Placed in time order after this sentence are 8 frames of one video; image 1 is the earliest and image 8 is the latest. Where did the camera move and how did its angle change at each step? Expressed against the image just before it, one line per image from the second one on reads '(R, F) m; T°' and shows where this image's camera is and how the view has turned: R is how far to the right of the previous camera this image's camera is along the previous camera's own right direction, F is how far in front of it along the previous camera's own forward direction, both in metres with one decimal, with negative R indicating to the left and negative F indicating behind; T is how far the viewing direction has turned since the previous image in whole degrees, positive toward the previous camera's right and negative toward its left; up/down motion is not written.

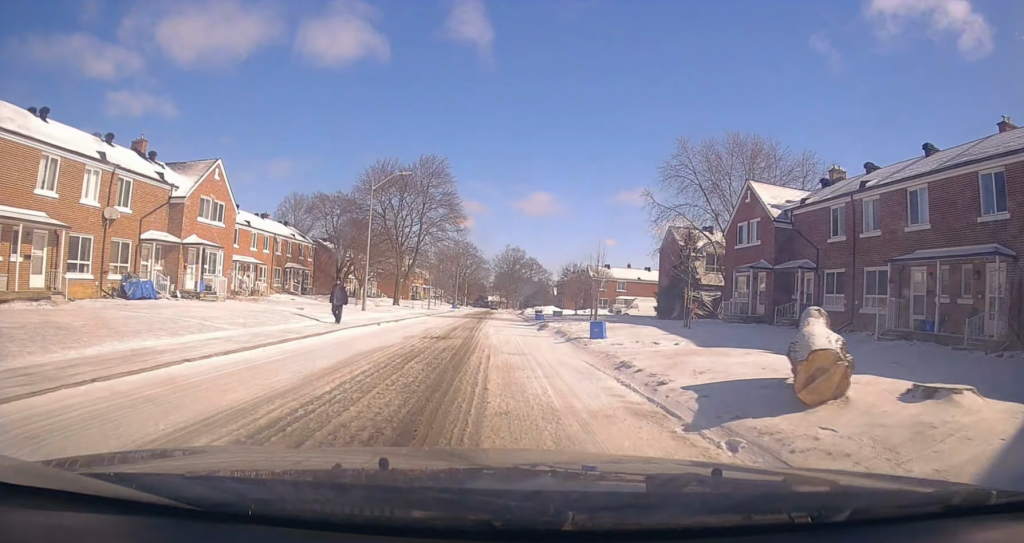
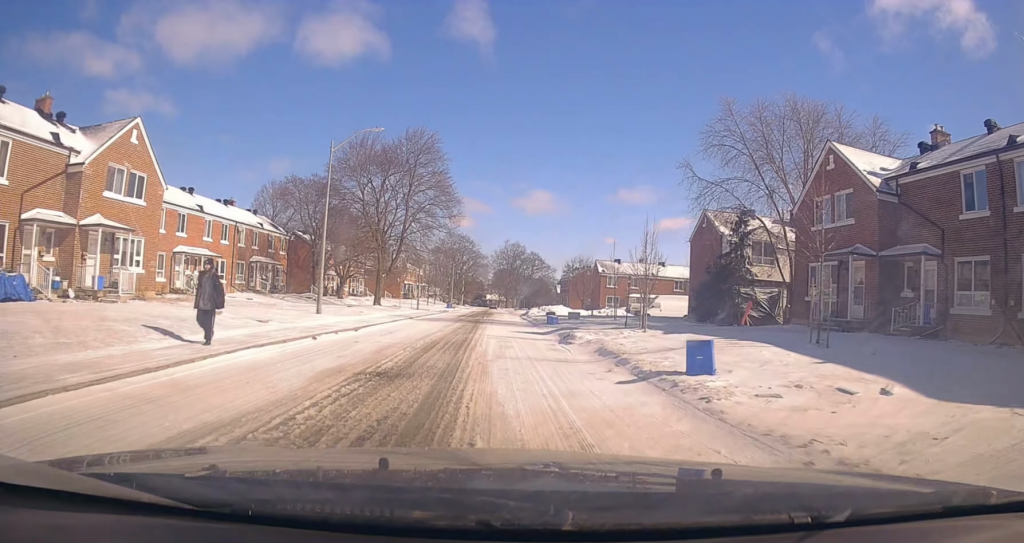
(0.0, +9.3) m; 0°
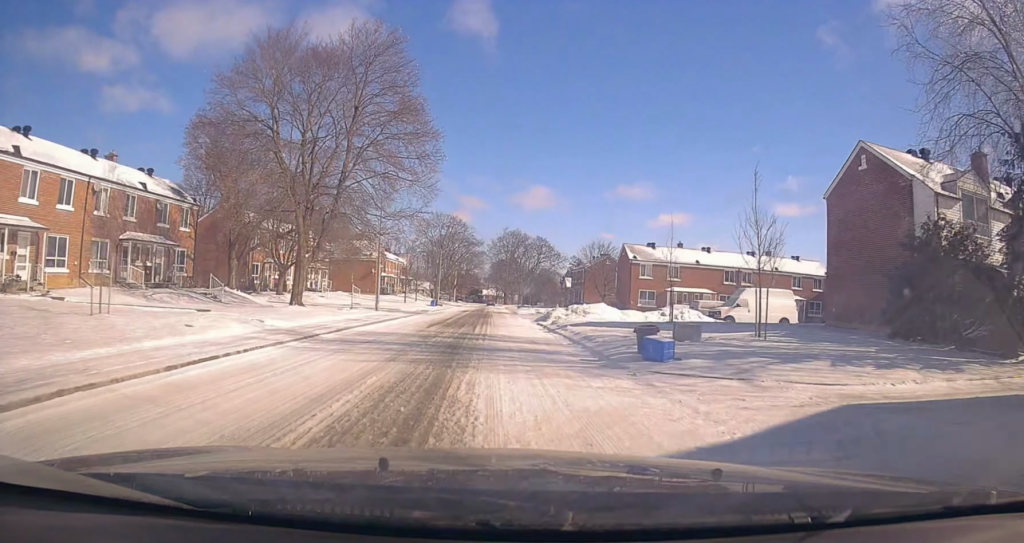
(+0.4, +20.8) m; +2°
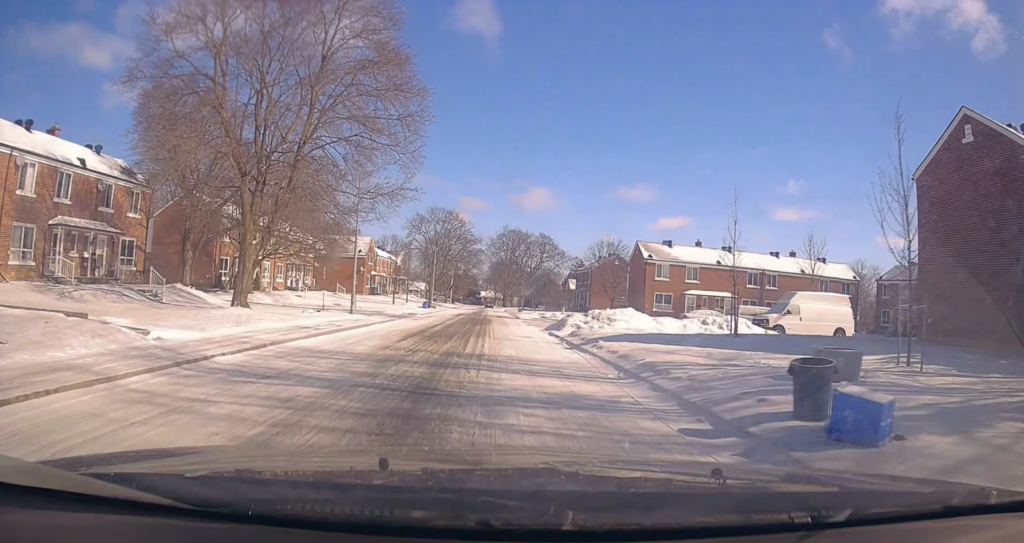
(0.0, +6.9) m; 0°
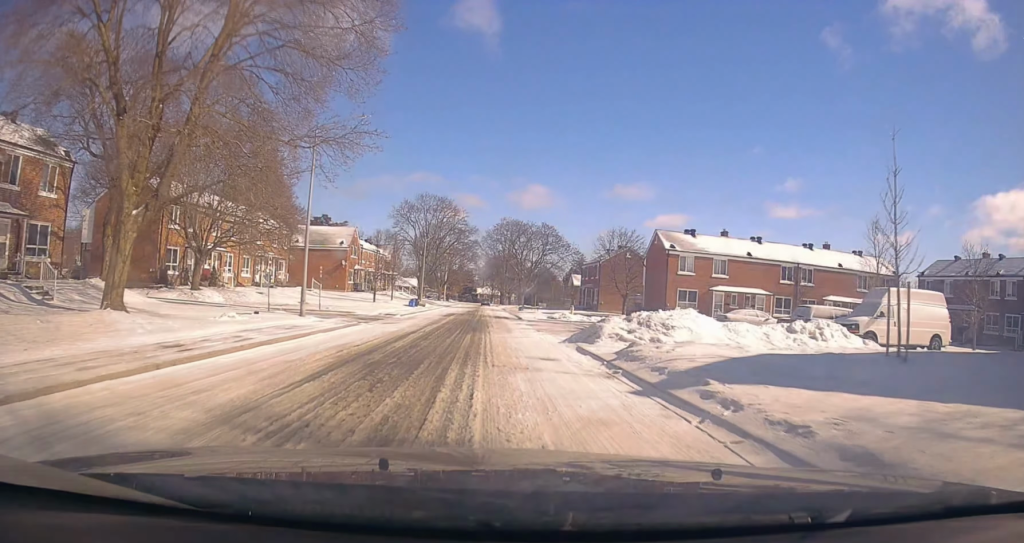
(0.0, +8.5) m; 0°
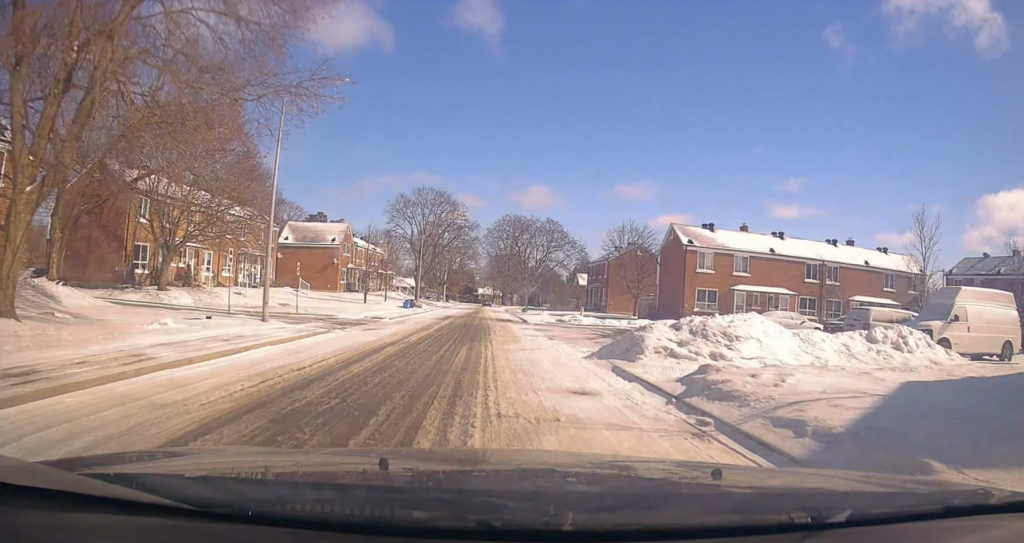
(0.0, +4.5) m; 0°
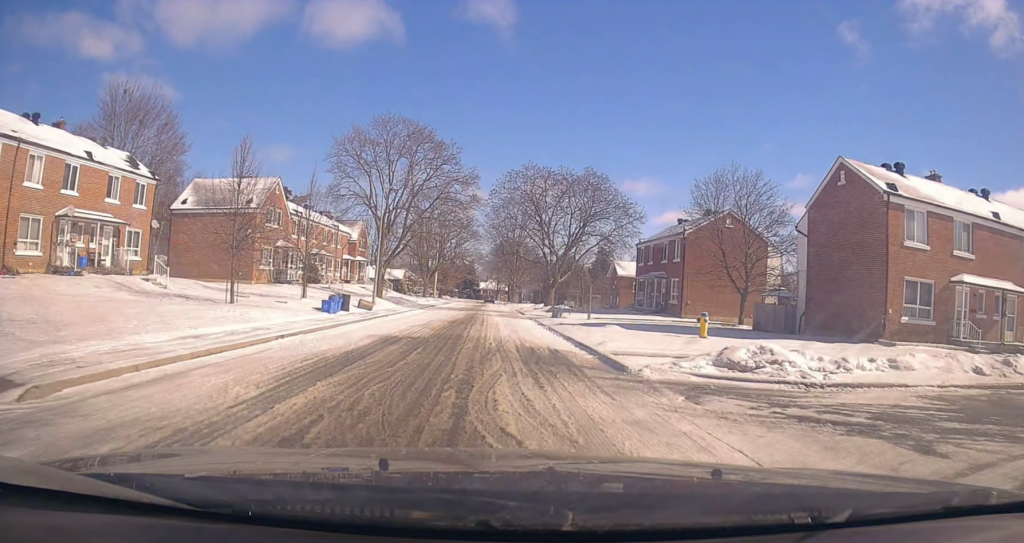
(-0.1, +26.0) m; -1°
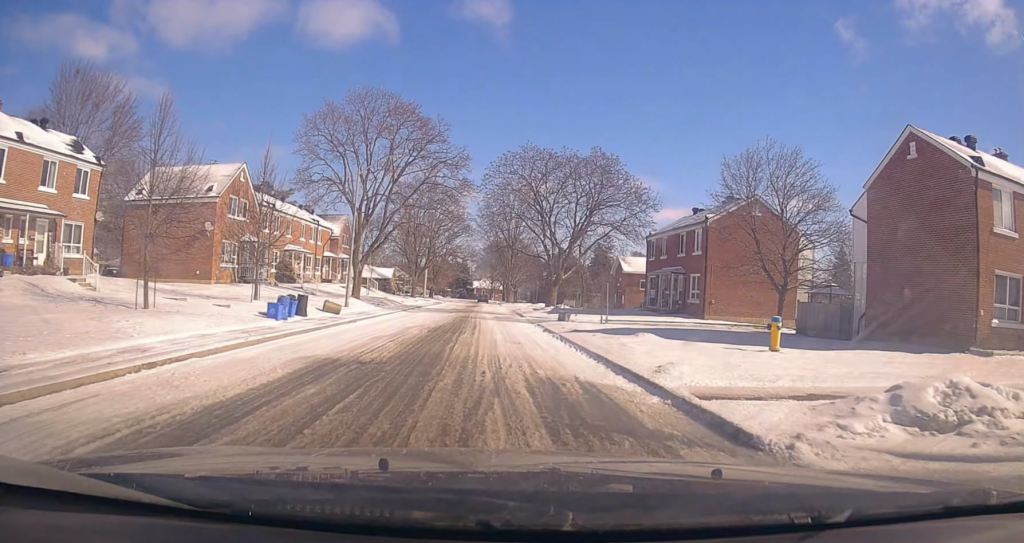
(0.0, +5.9) m; 0°
